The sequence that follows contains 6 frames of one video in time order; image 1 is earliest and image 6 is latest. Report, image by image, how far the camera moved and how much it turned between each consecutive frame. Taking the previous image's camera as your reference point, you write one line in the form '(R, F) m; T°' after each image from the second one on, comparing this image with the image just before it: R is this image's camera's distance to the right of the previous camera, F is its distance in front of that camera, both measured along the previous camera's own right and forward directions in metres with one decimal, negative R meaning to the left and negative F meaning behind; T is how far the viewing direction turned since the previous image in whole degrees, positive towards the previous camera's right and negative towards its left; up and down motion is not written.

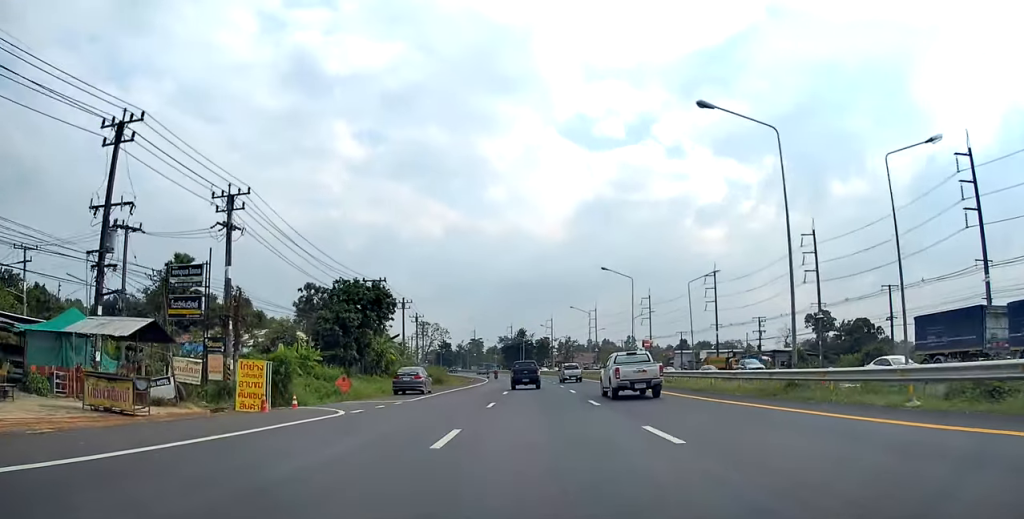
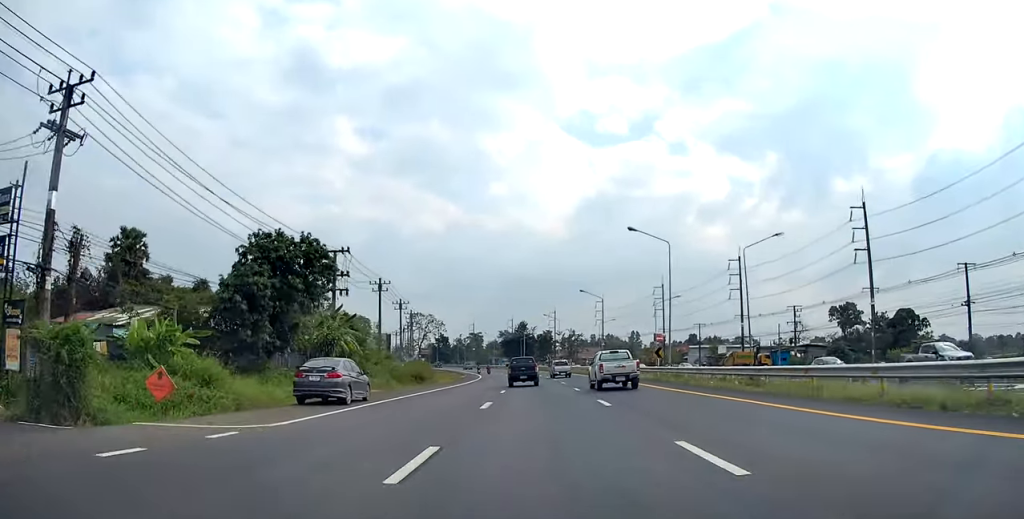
(0.0, +14.7) m; 0°
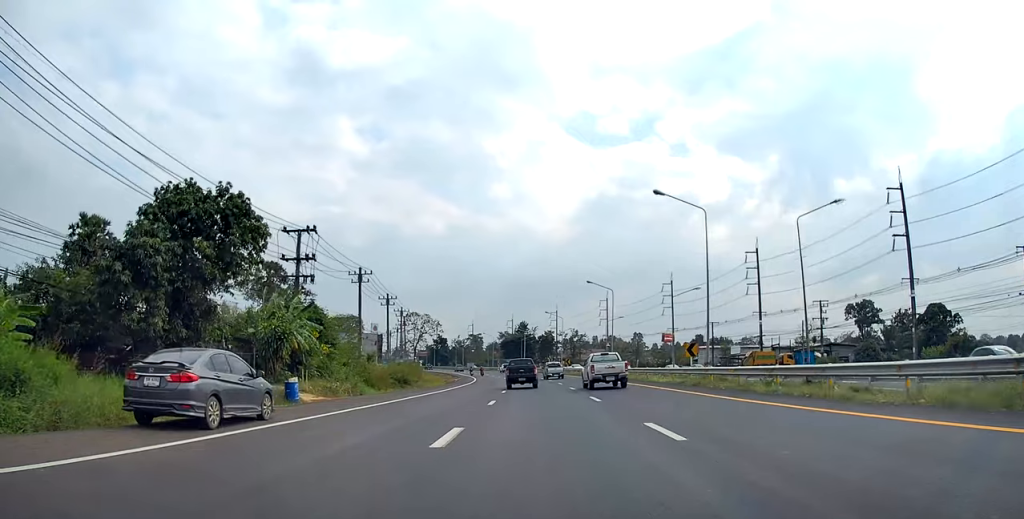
(0.0, +9.0) m; 0°
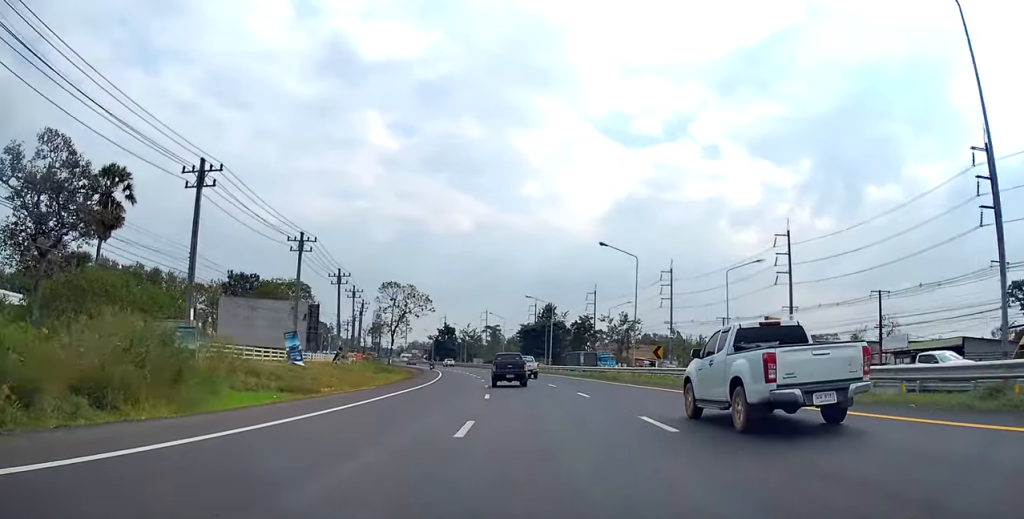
(0.0, +56.5) m; -2°
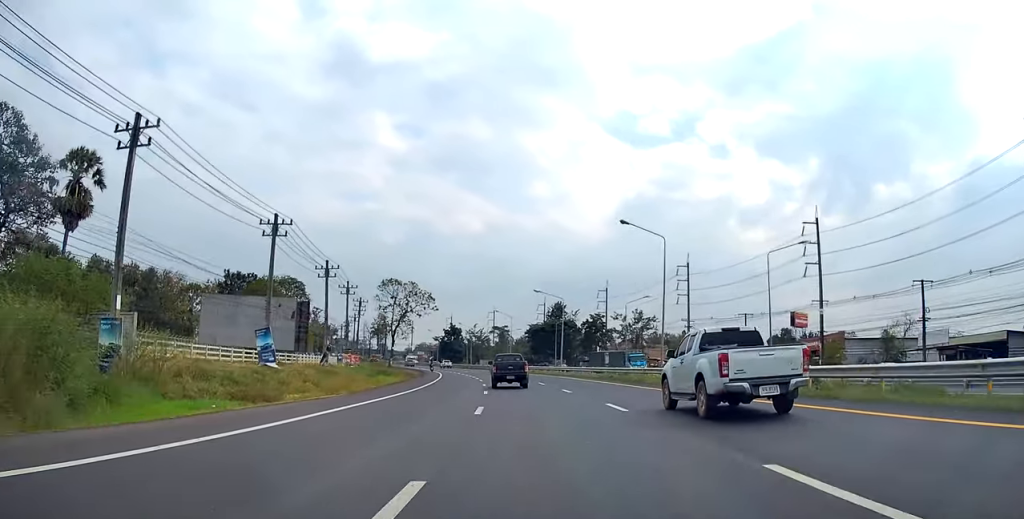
(-0.1, +7.3) m; -1°
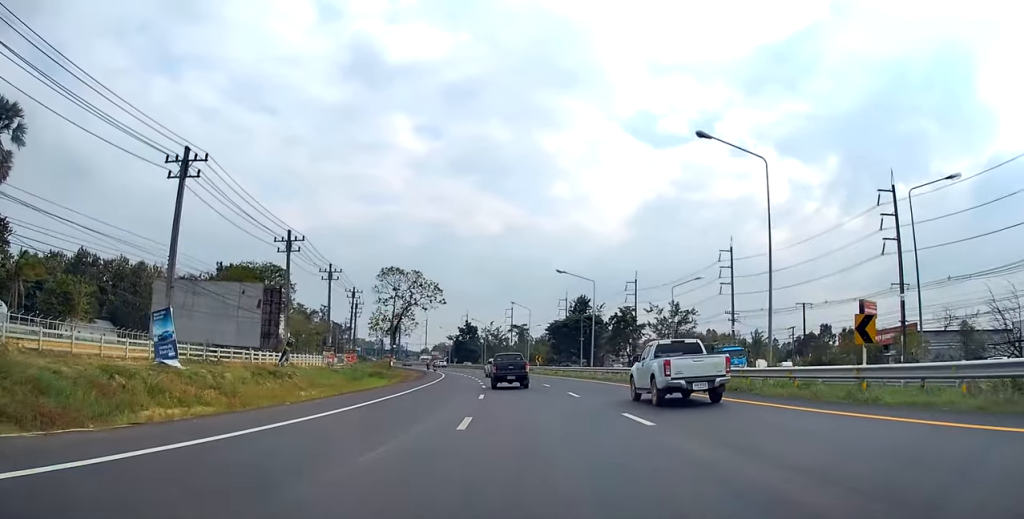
(-0.4, +15.6) m; 0°
